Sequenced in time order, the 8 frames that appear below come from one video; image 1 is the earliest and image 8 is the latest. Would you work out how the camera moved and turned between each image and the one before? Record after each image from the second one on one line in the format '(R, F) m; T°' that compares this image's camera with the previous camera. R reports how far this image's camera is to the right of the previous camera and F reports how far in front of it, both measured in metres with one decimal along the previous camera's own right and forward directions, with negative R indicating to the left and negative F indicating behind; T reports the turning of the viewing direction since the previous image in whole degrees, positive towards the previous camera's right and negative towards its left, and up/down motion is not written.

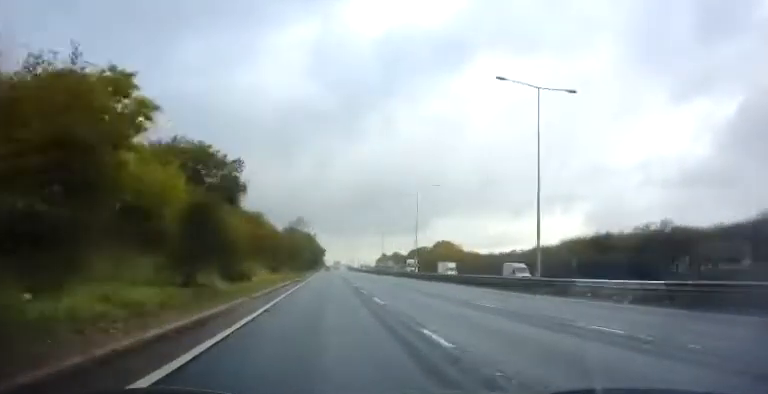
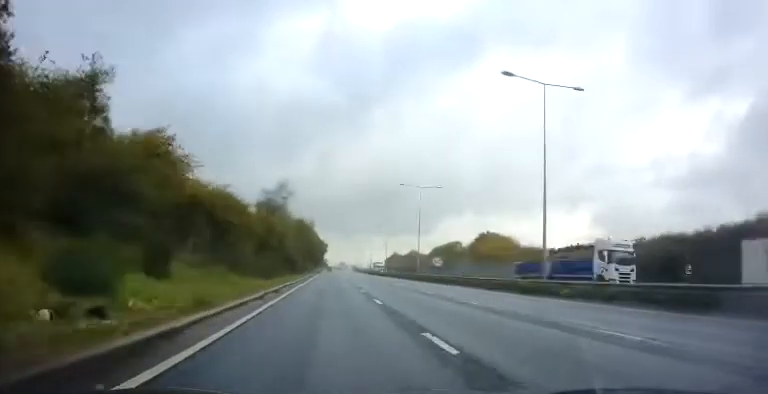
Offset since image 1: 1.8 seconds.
(+0.2, +37.0) m; 0°
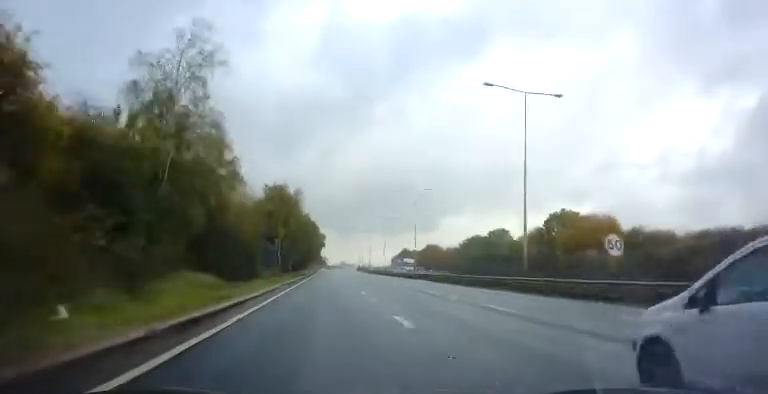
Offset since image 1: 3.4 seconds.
(-0.4, +34.0) m; -1°
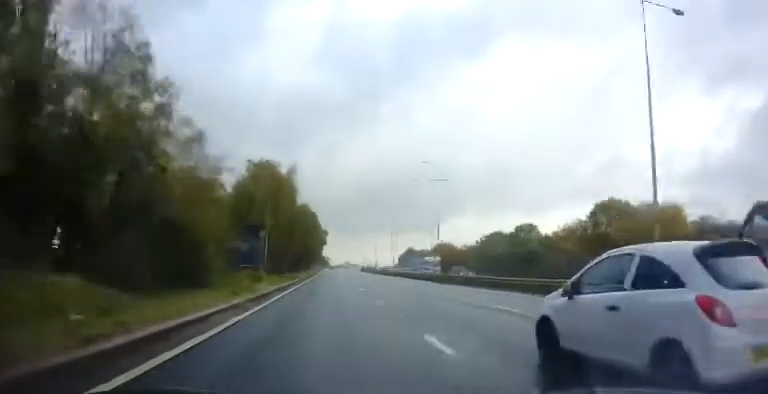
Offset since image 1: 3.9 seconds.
(-0.1, +12.0) m; 0°
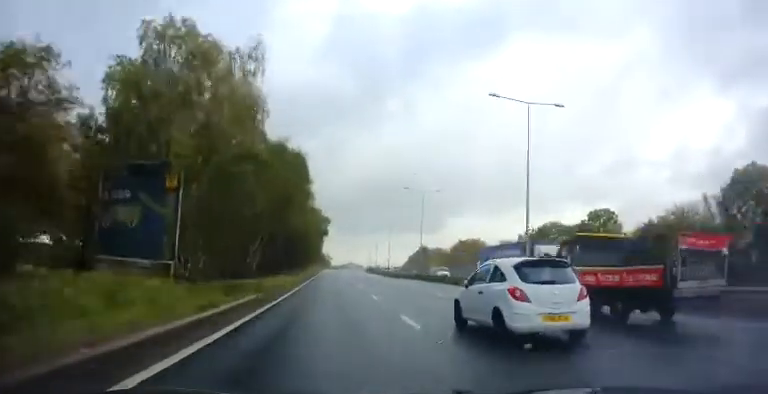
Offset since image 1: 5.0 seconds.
(0.0, +23.3) m; +1°
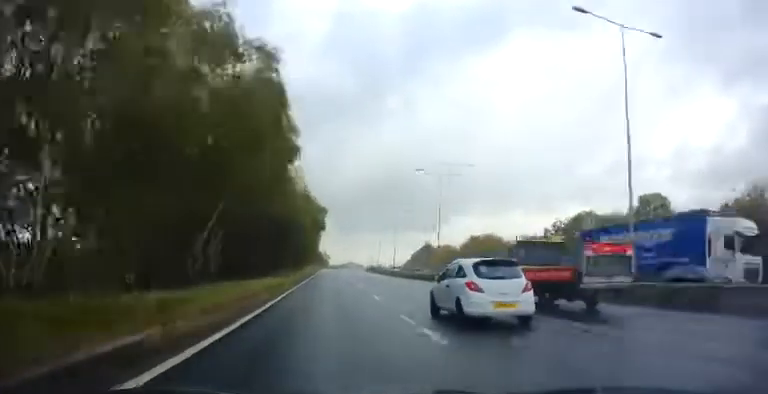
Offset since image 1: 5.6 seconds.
(0.0, +11.1) m; +1°
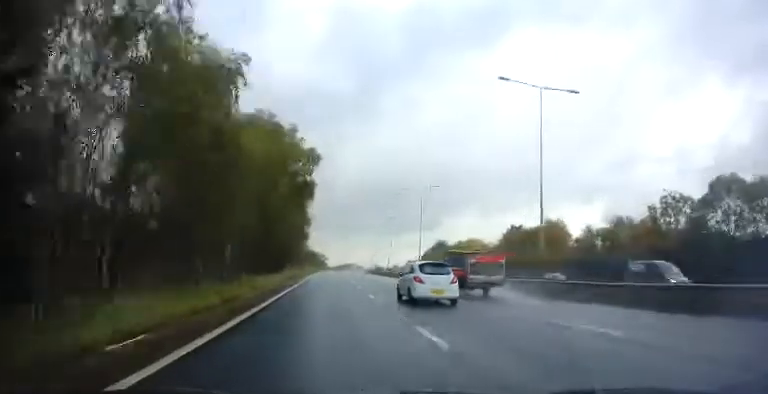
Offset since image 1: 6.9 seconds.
(+0.4, +26.6) m; 0°
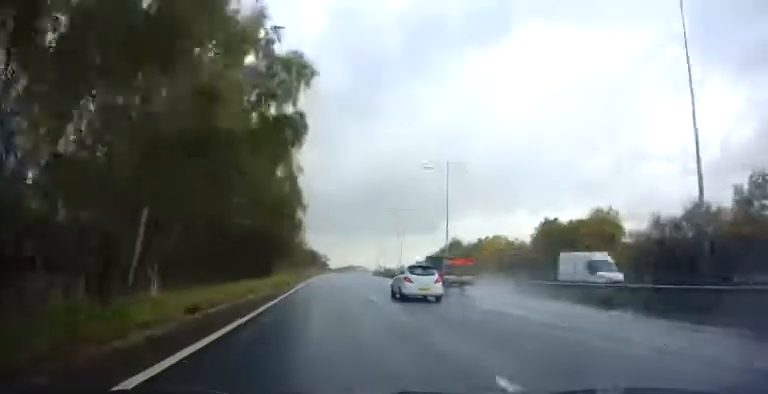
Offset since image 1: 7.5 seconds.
(+0.1, +12.9) m; -1°
